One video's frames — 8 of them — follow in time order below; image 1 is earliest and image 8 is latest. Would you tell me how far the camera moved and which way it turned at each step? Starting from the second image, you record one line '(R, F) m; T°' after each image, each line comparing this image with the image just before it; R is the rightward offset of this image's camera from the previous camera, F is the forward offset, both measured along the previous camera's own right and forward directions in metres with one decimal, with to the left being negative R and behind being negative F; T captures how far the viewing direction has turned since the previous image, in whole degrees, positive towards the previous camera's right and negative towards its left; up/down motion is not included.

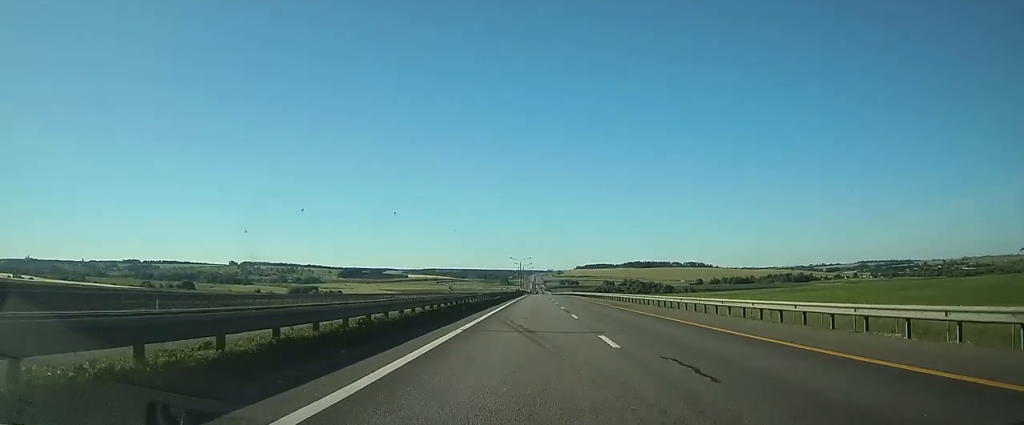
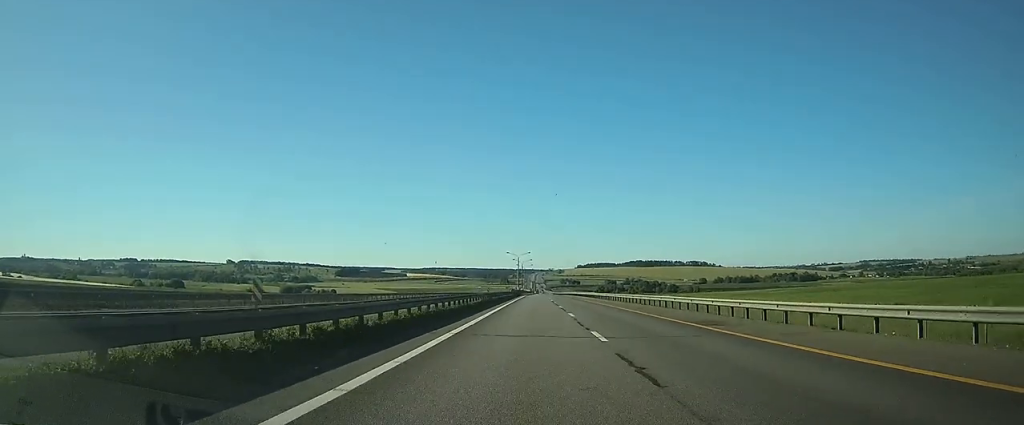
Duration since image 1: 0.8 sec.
(+0.1, +22.8) m; 0°
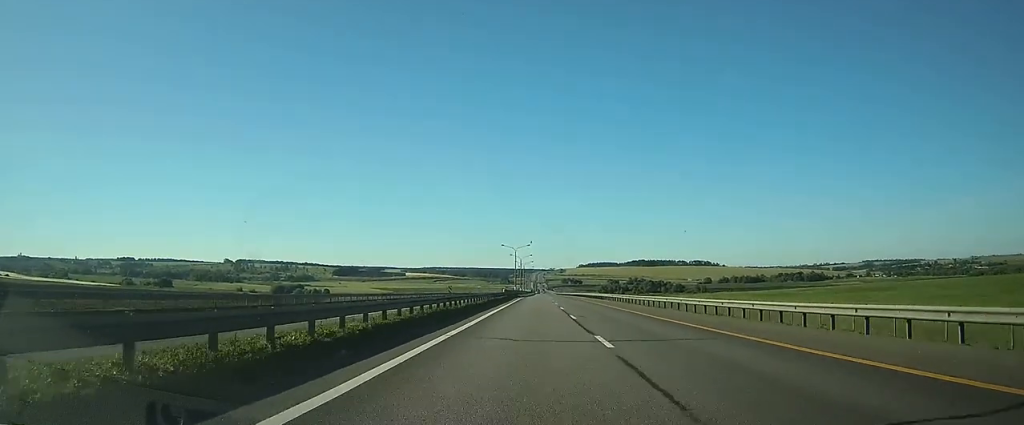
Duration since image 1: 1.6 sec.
(0.0, +25.8) m; 0°
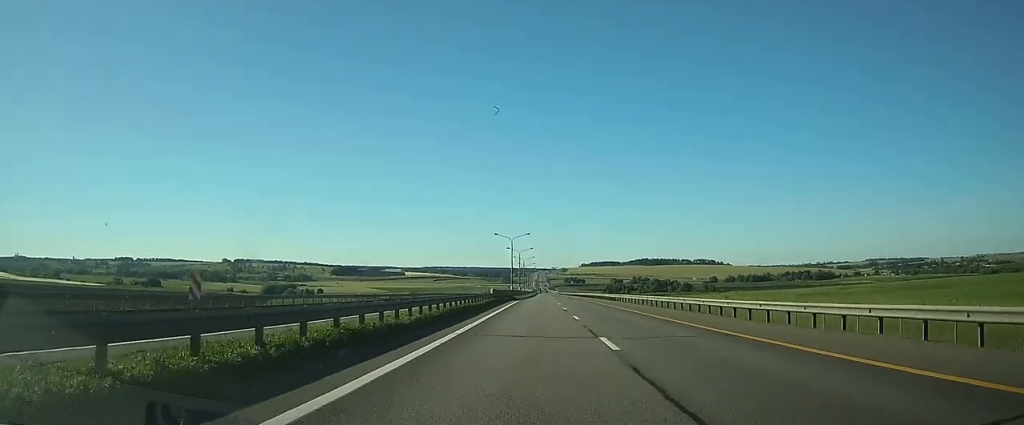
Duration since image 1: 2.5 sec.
(0.0, +24.8) m; 0°
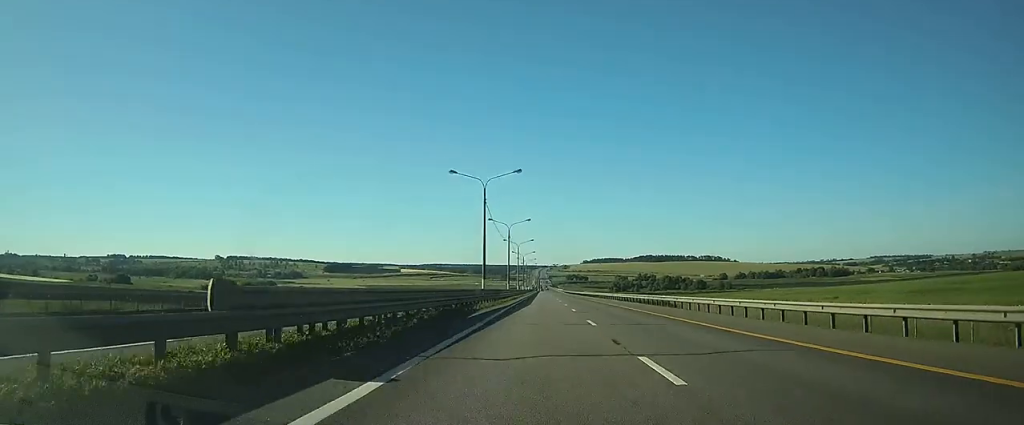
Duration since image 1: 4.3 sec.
(0.0, +53.5) m; 0°
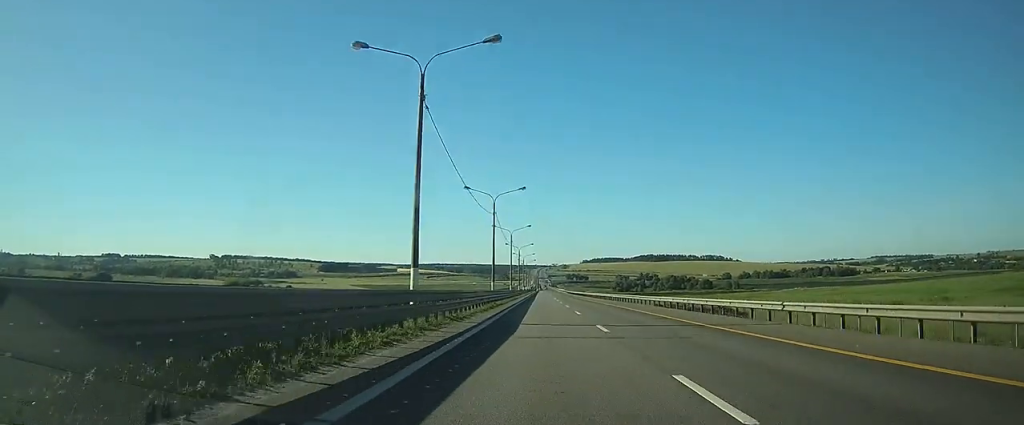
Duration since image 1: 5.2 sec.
(0.0, +26.7) m; 0°
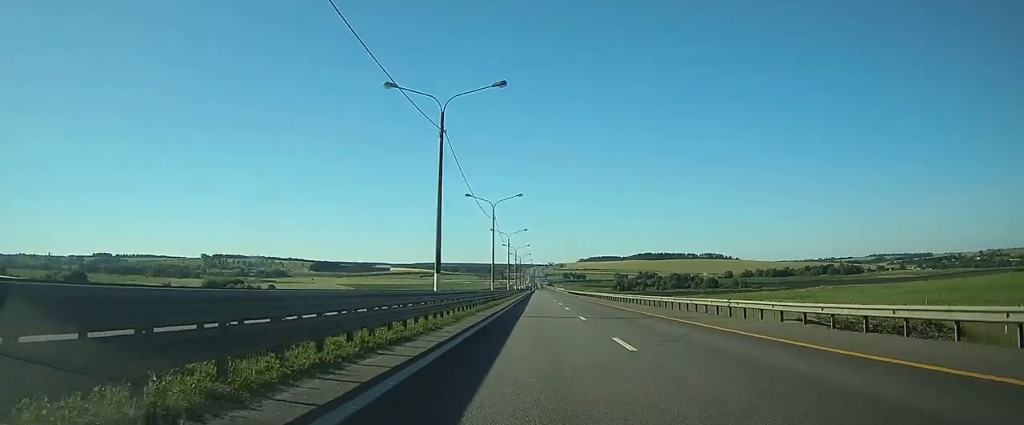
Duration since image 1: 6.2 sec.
(+0.1, +29.7) m; 0°
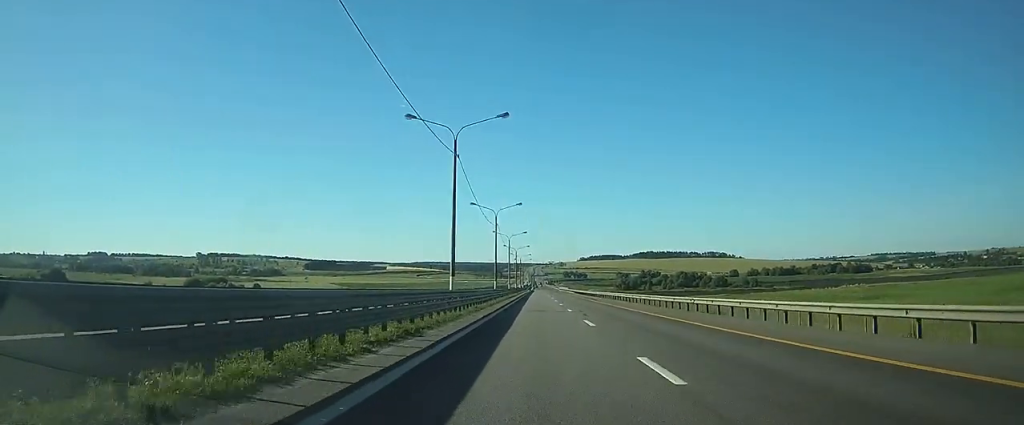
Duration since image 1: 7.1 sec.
(0.0, +28.9) m; 0°
